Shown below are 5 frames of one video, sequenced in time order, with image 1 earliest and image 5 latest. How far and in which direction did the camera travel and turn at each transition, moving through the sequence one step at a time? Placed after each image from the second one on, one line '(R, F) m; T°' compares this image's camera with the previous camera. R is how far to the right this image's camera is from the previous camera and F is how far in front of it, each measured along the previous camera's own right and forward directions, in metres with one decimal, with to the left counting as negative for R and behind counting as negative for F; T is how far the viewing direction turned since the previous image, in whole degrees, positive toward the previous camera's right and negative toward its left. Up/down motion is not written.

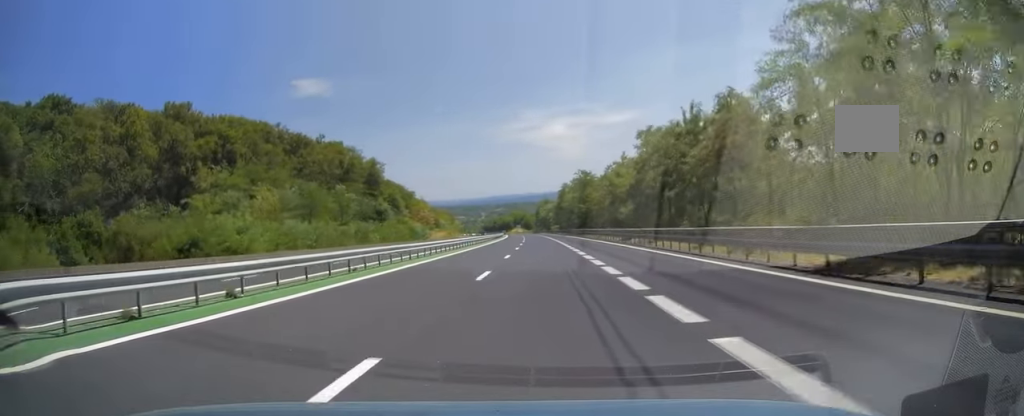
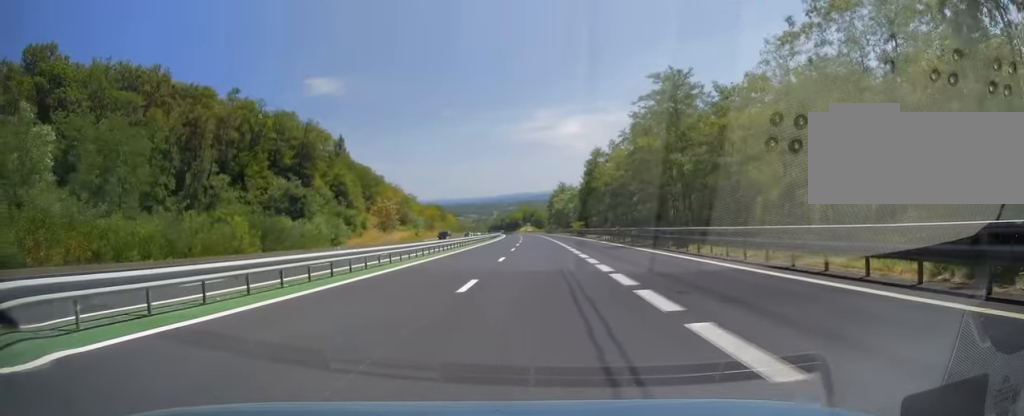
(-0.8, +67.7) m; -2°
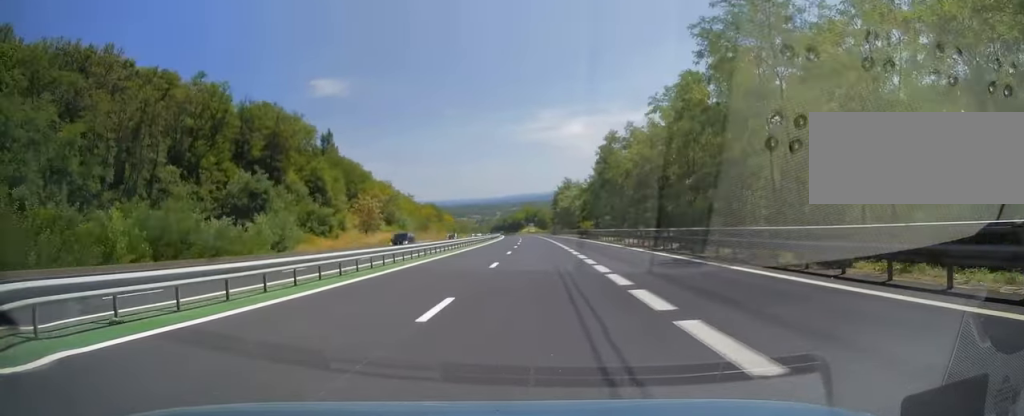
(-0.3, +17.0) m; 0°
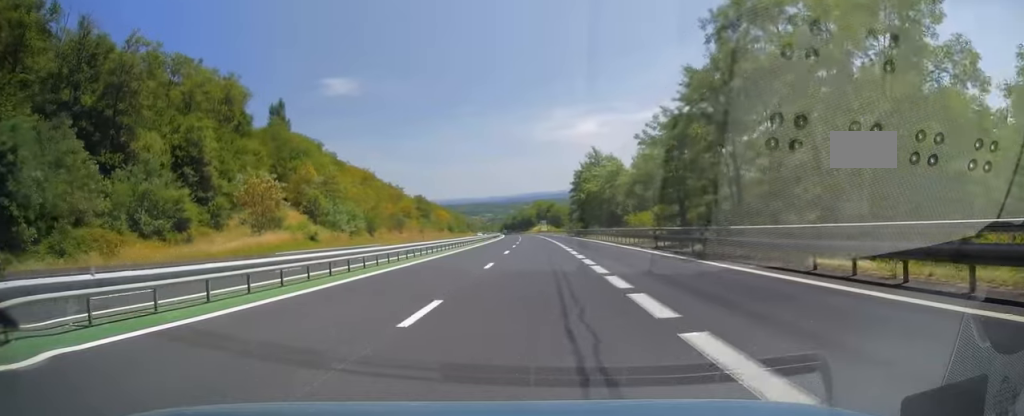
(+0.1, +52.5) m; -1°
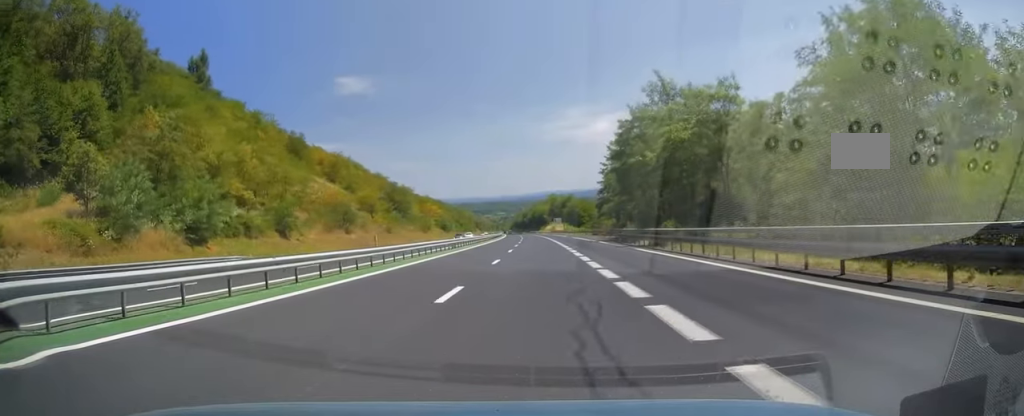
(-0.8, +49.1) m; -2°
